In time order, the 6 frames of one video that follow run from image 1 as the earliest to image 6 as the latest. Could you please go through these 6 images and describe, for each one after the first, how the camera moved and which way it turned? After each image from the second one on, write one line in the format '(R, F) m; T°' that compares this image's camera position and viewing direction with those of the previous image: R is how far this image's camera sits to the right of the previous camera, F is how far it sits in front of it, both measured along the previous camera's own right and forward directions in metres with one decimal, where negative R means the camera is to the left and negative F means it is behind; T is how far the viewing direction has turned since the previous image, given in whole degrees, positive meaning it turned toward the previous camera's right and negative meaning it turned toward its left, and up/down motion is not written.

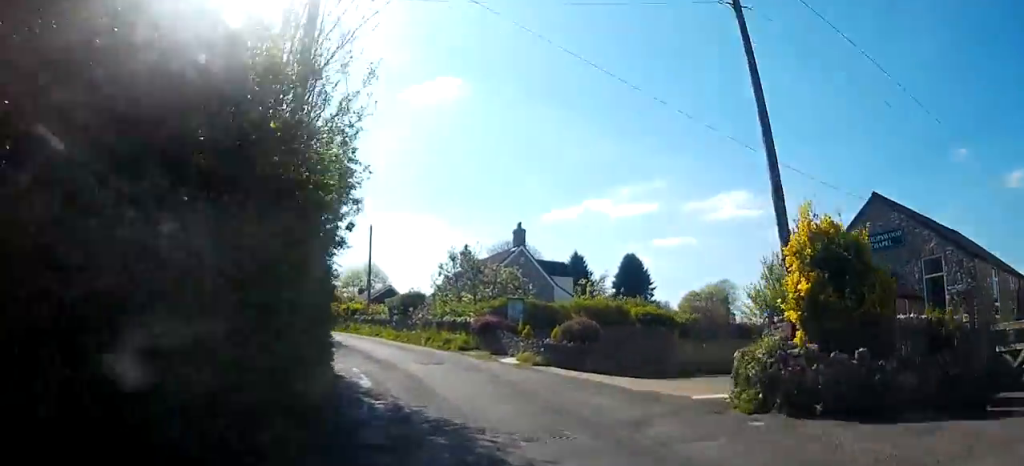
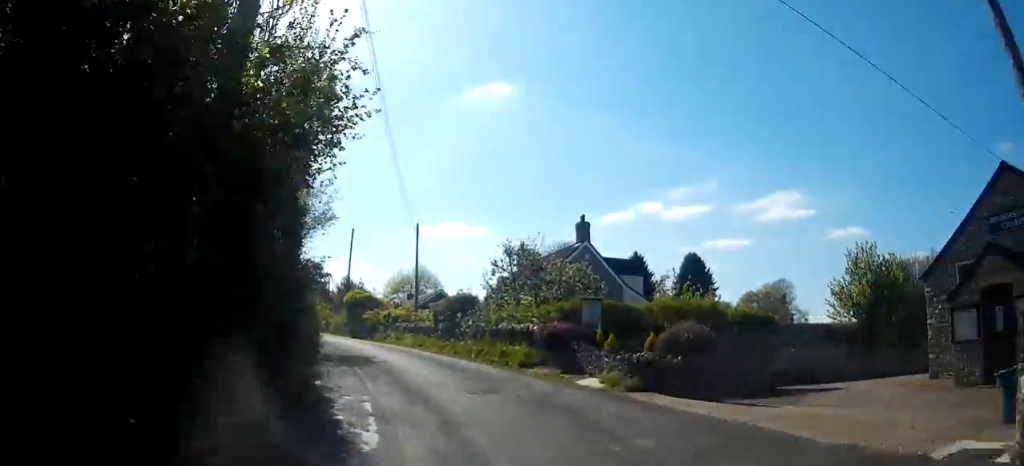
(-0.2, +4.4) m; -7°
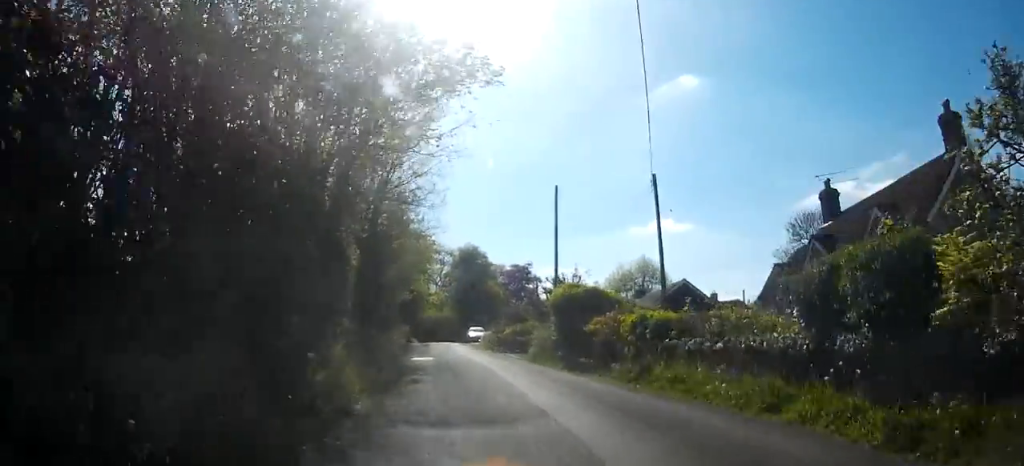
(-2.4, +15.7) m; -14°
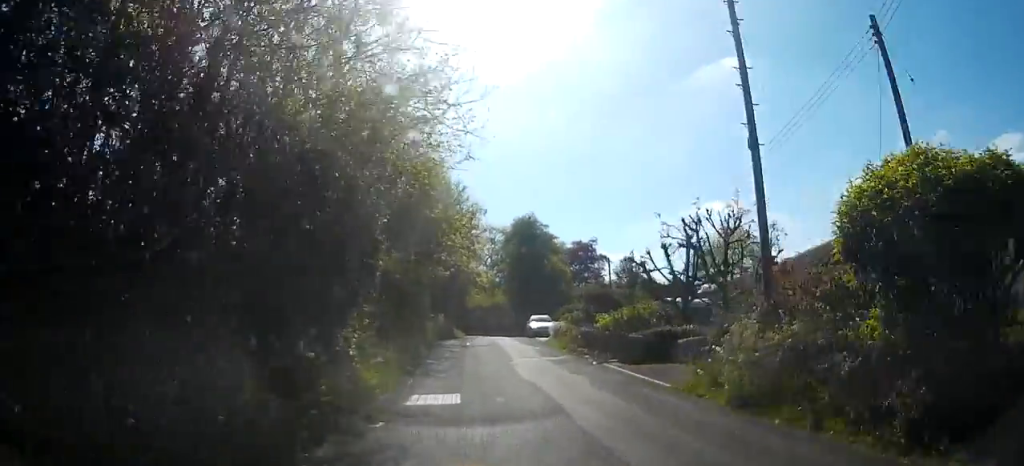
(-0.7, +15.2) m; -6°
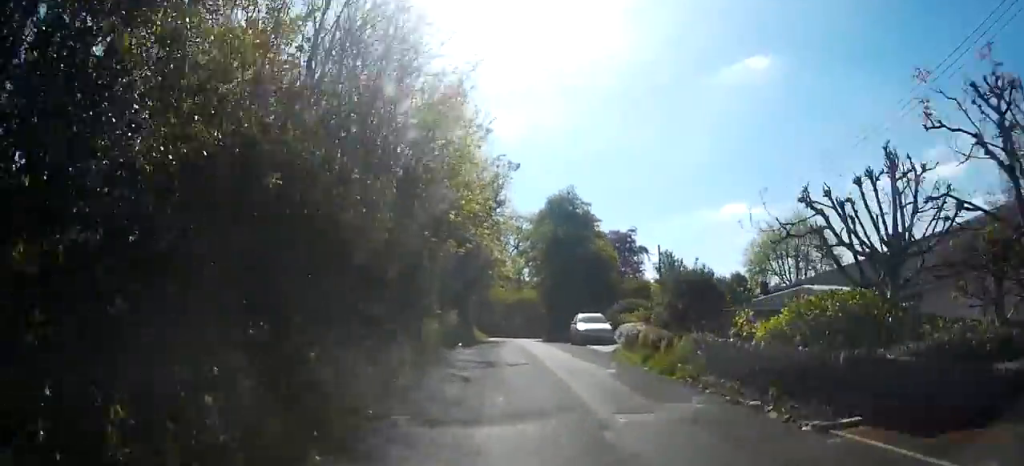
(-0.6, +11.2) m; -2°
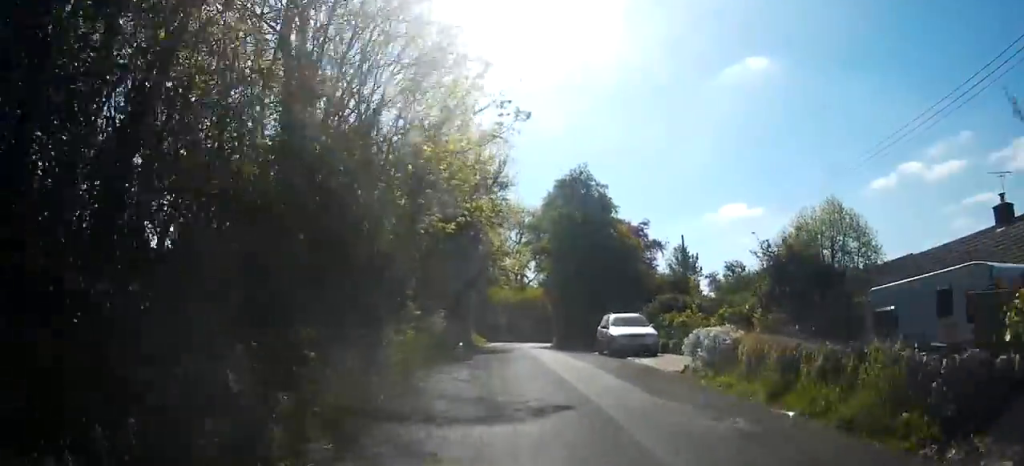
(+0.3, +7.3) m; 0°
